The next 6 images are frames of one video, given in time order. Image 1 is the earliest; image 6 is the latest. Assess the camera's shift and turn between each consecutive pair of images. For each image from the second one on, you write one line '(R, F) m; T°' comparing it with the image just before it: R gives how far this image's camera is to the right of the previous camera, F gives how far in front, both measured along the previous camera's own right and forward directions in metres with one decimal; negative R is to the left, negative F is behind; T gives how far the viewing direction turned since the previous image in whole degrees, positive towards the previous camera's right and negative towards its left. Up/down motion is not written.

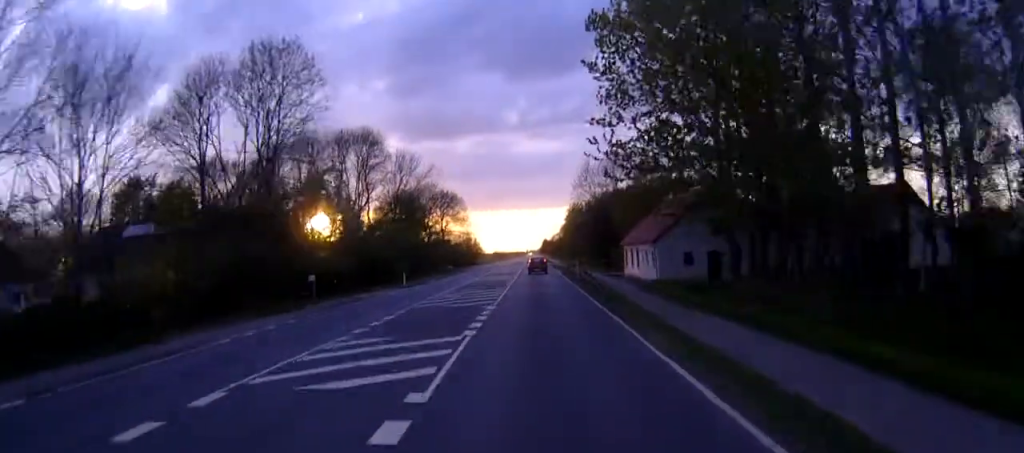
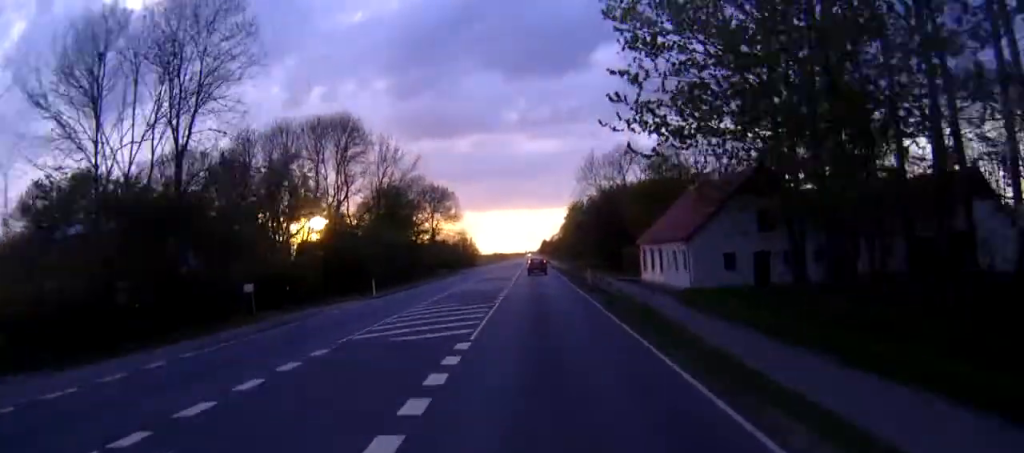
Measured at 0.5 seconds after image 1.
(0.0, +9.7) m; 0°
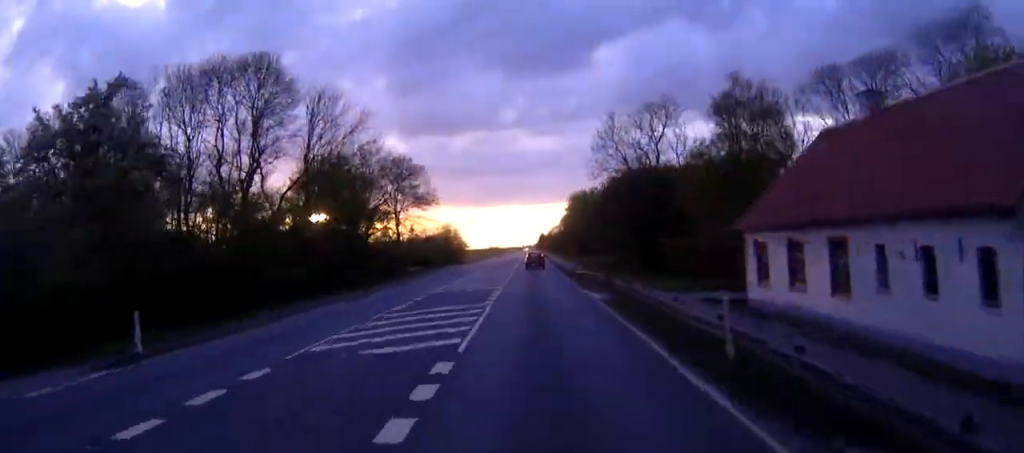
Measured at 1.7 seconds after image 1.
(+0.1, +25.8) m; 0°
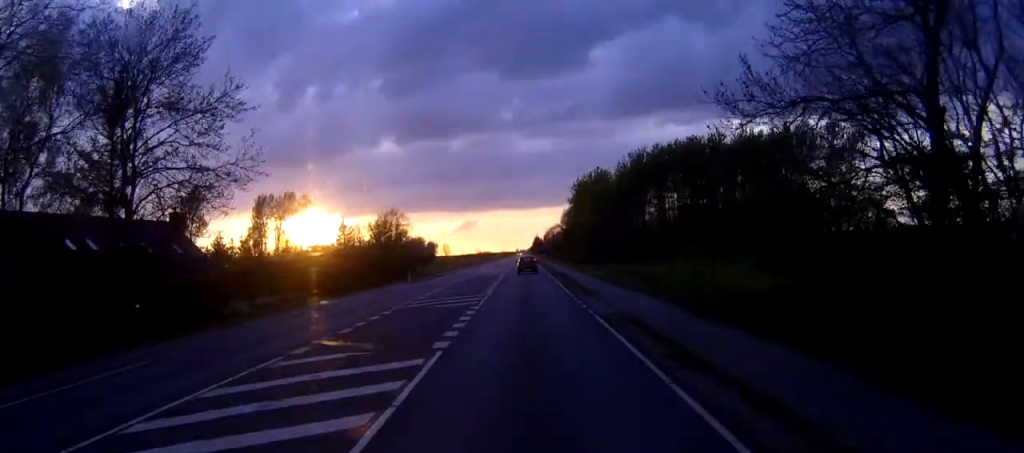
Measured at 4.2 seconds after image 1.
(+0.2, +51.6) m; +1°
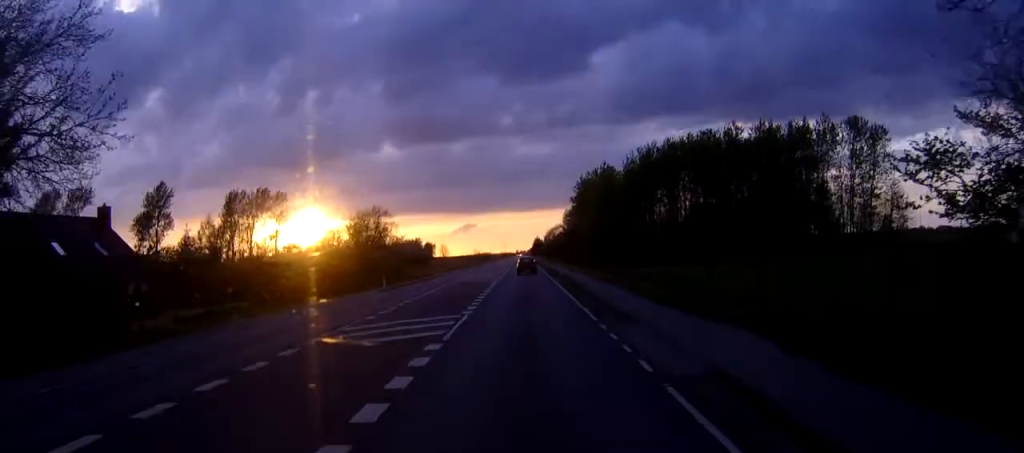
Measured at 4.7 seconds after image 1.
(+0.2, +10.5) m; 0°
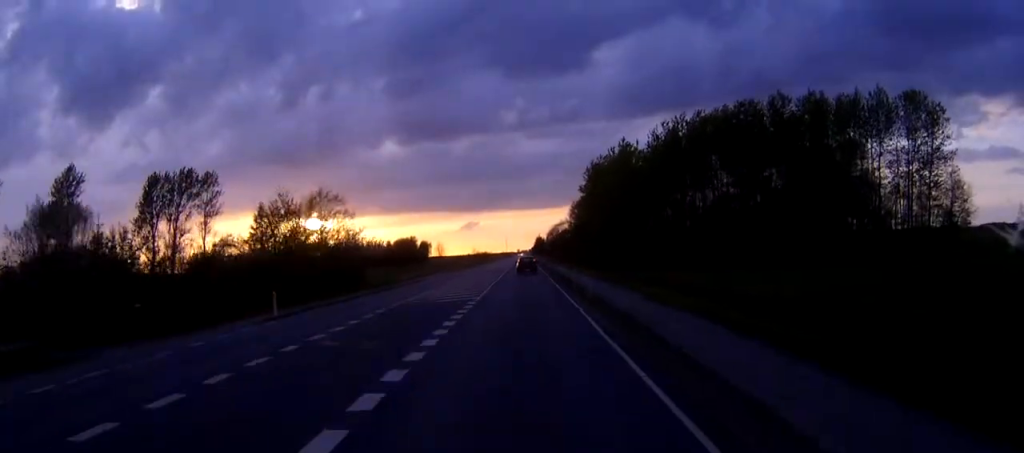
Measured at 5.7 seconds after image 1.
(-0.1, +21.8) m; -1°
